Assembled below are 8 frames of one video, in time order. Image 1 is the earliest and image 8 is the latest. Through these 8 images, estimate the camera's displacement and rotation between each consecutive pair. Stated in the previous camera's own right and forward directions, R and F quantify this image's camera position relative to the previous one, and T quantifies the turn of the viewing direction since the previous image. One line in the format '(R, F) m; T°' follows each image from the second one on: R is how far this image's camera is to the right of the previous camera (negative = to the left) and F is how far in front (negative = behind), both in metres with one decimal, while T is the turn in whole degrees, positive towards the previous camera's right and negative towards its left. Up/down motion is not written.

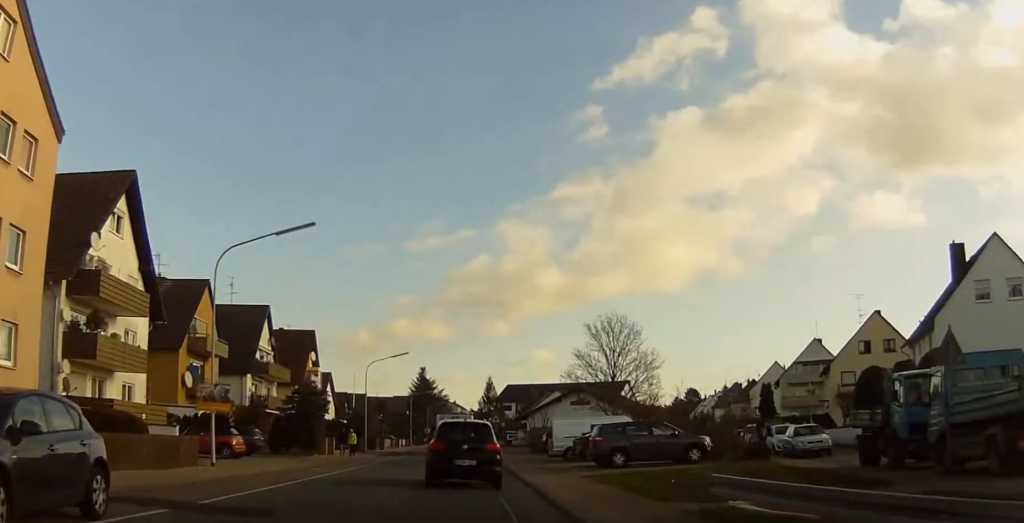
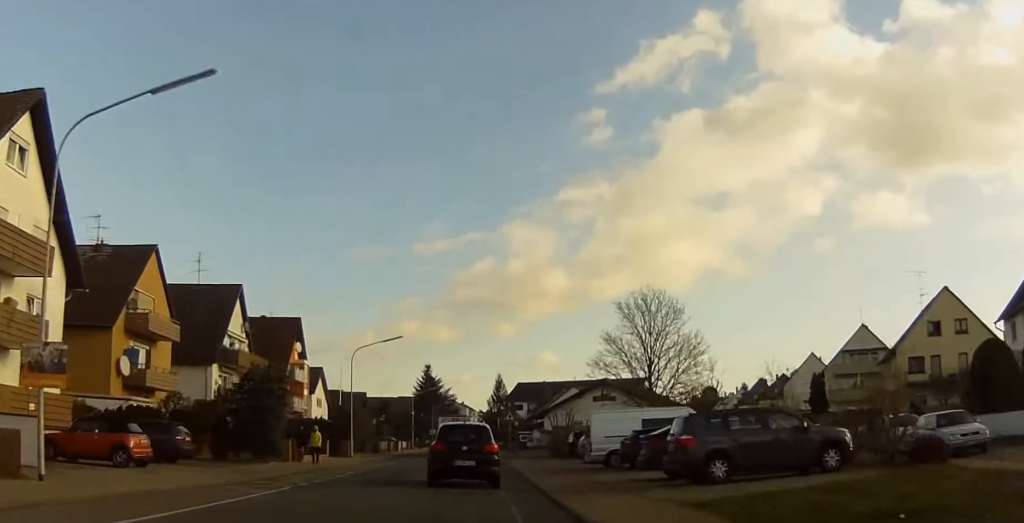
(0.0, +11.9) m; +3°
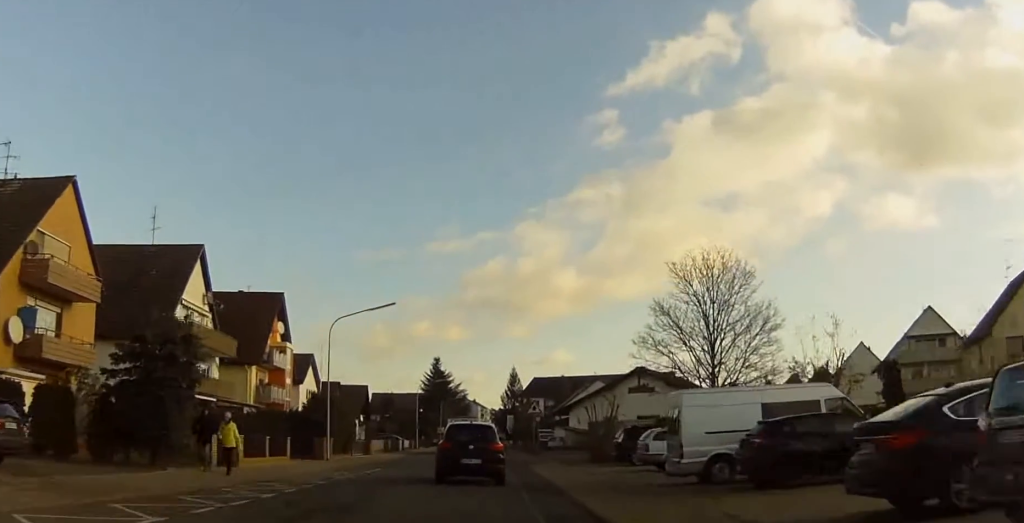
(+0.6, +12.7) m; +2°
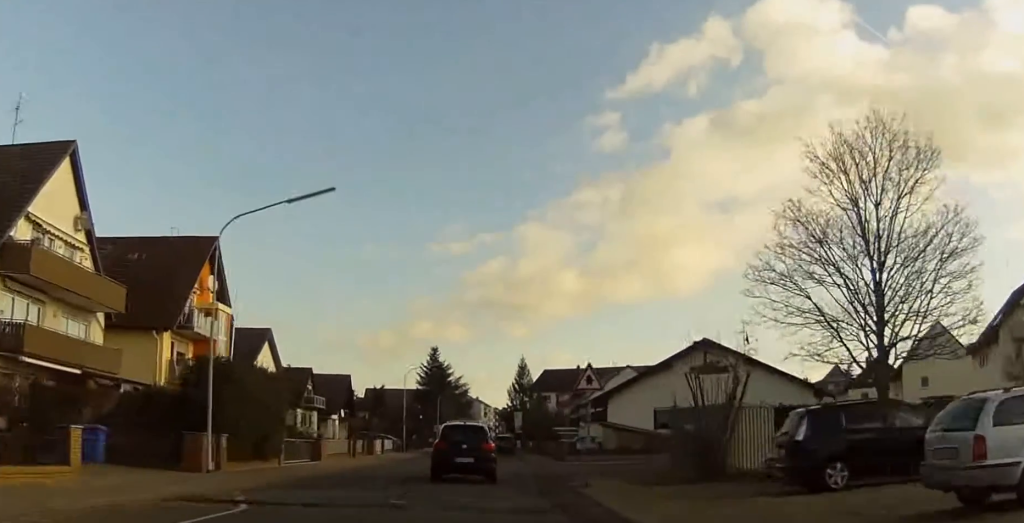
(-0.5, +19.5) m; -3°
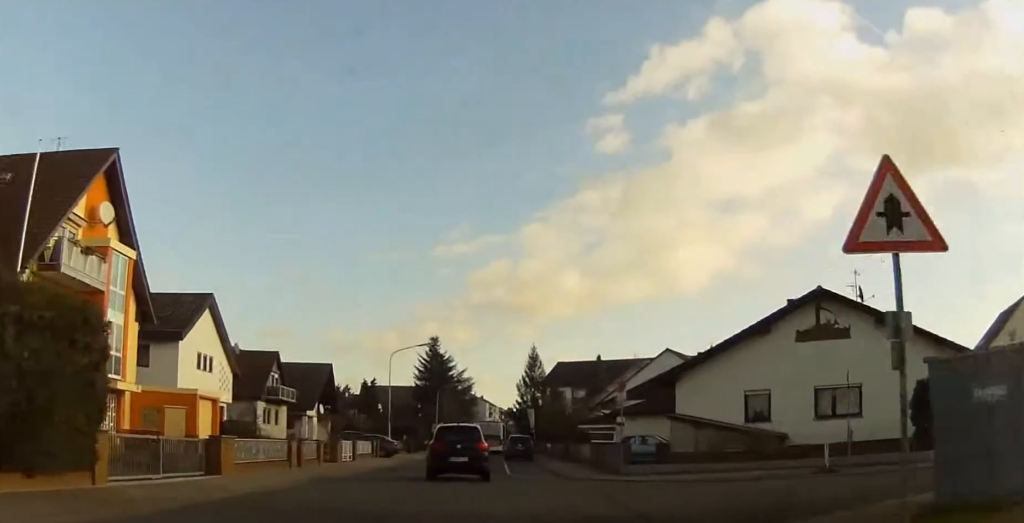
(0.0, +16.9) m; -3°
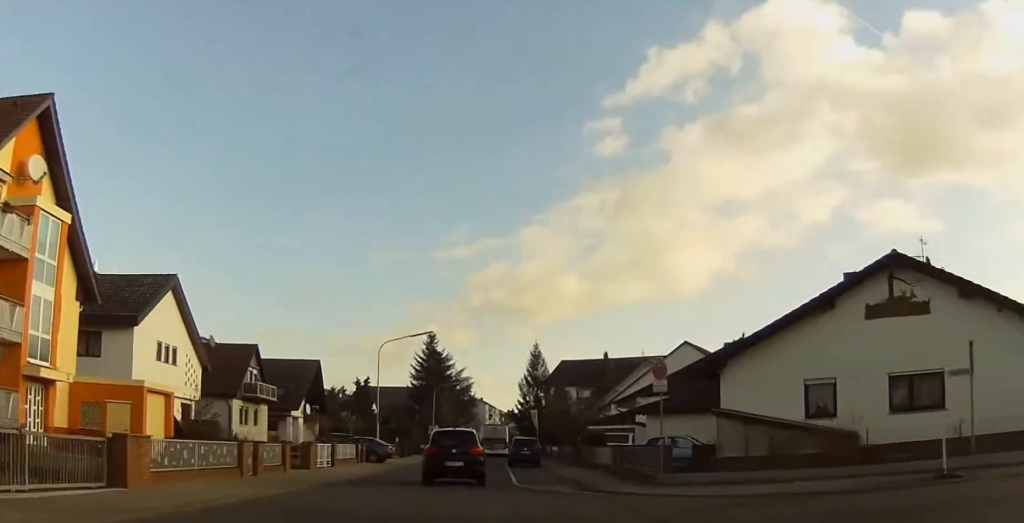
(-0.3, +6.8) m; 0°
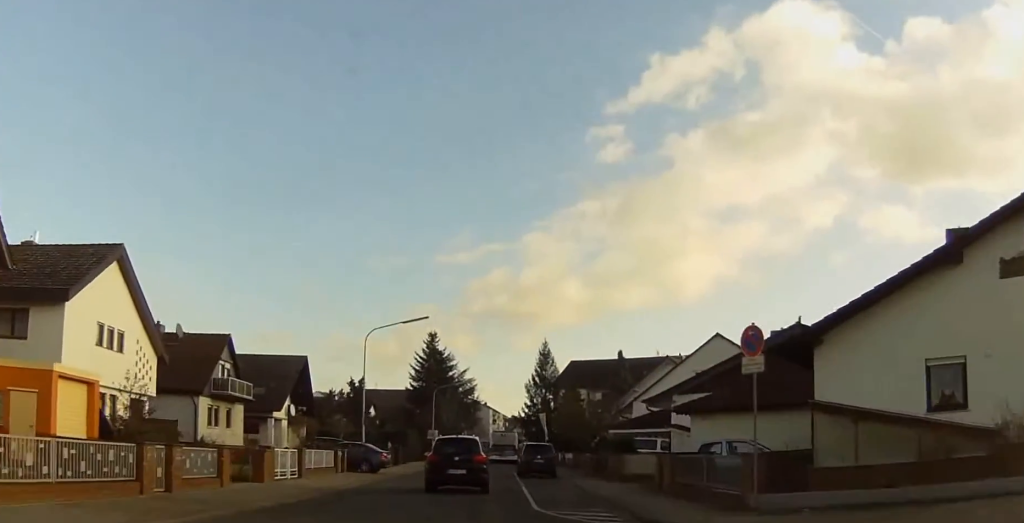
(-0.4, +7.9) m; 0°
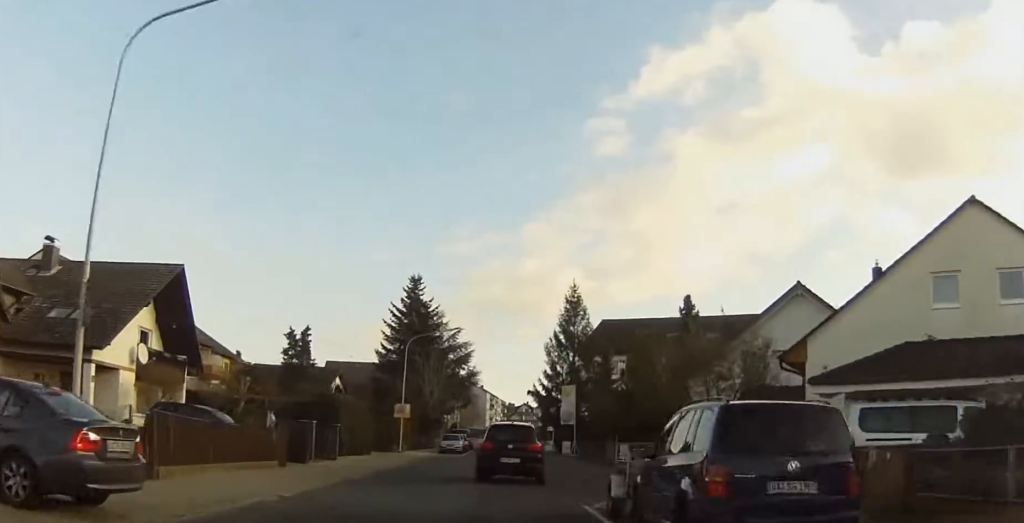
(+1.4, +32.3) m; +2°
